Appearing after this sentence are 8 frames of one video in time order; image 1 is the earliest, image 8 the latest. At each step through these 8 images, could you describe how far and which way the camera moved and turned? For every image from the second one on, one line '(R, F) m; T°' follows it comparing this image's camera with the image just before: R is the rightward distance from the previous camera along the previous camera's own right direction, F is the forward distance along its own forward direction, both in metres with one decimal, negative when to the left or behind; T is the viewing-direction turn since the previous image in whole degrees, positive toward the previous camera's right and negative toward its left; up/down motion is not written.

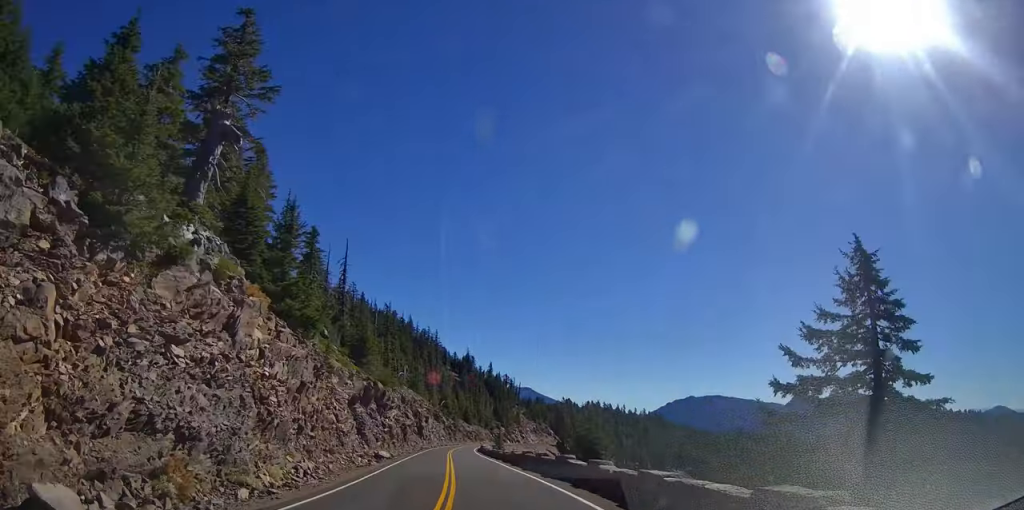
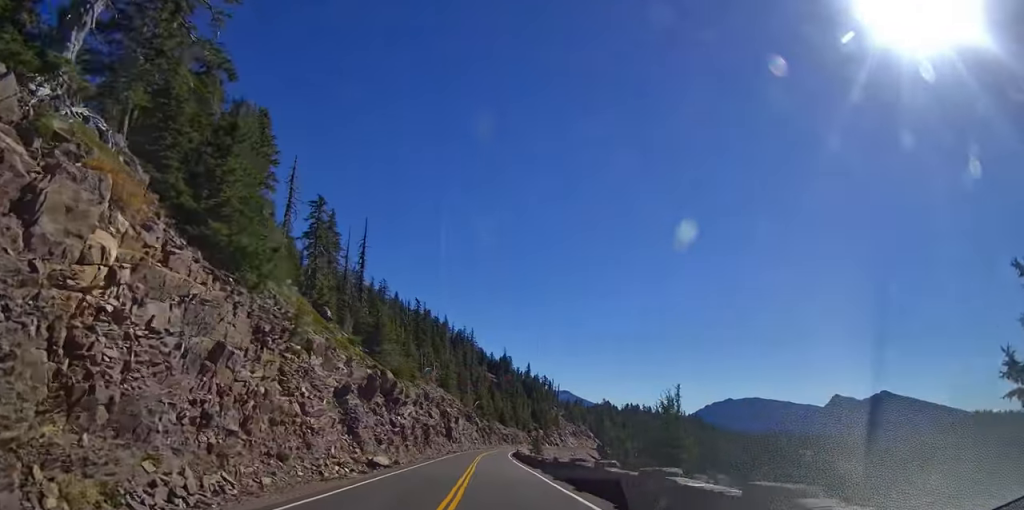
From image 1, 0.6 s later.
(-0.6, +10.5) m; -6°
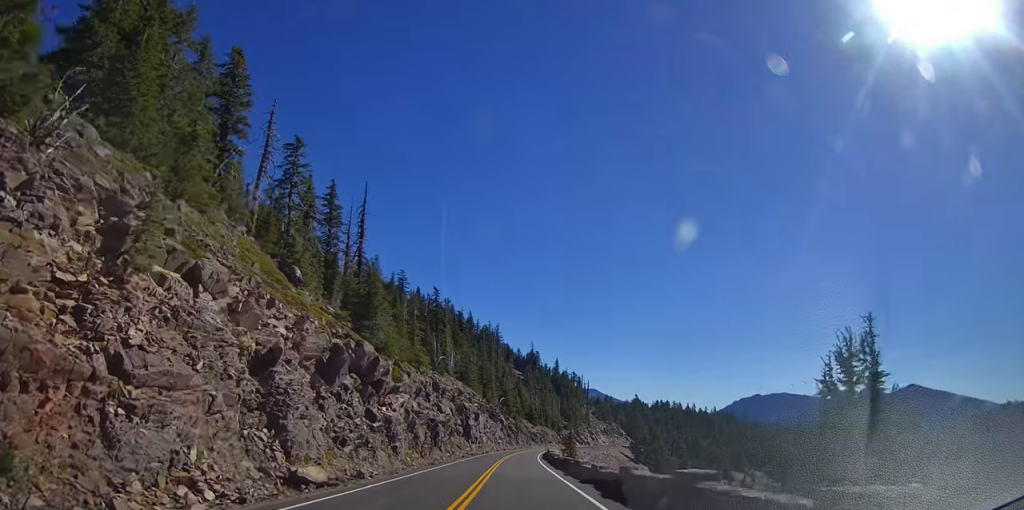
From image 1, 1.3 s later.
(-0.7, +13.1) m; -2°
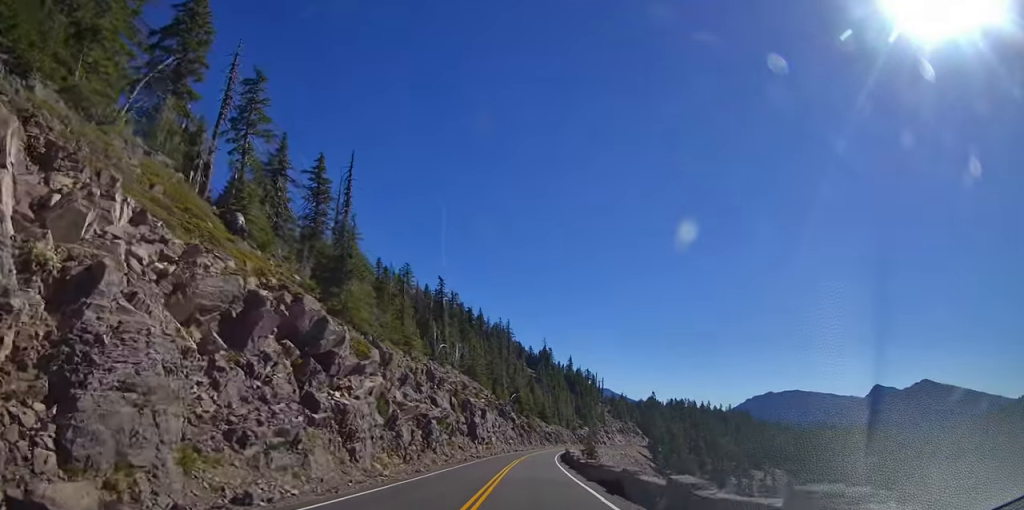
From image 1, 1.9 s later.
(0.0, +10.0) m; 0°
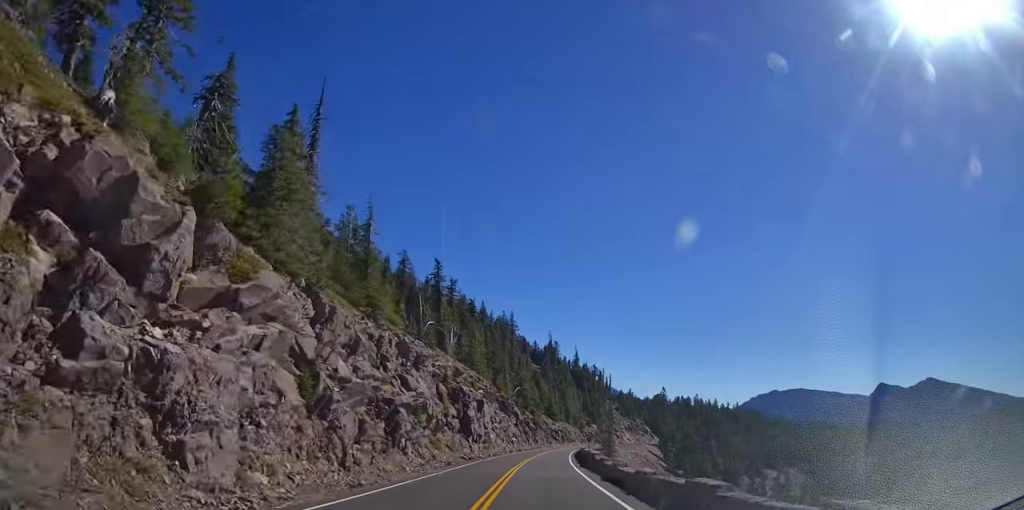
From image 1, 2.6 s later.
(+0.1, +11.8) m; +1°
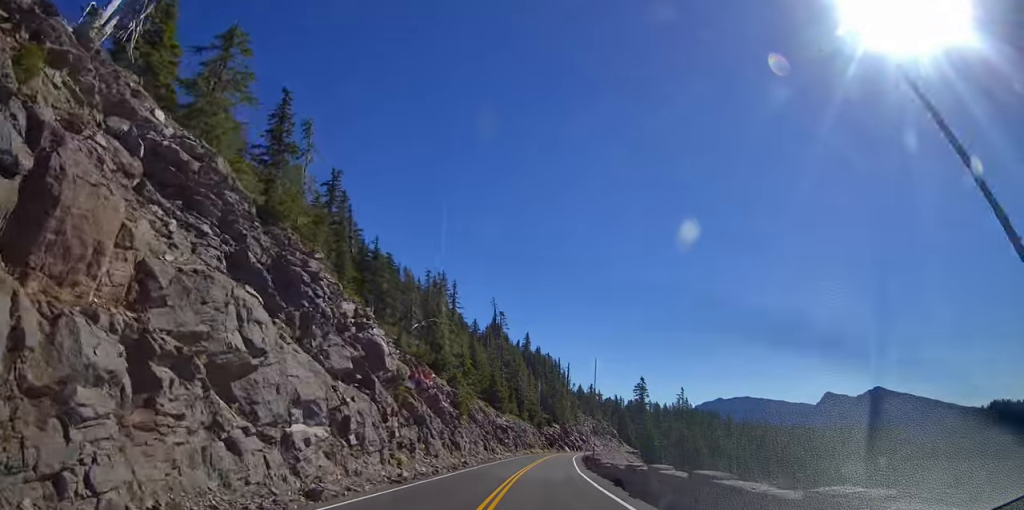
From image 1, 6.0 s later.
(+2.8, +61.3) m; +8°
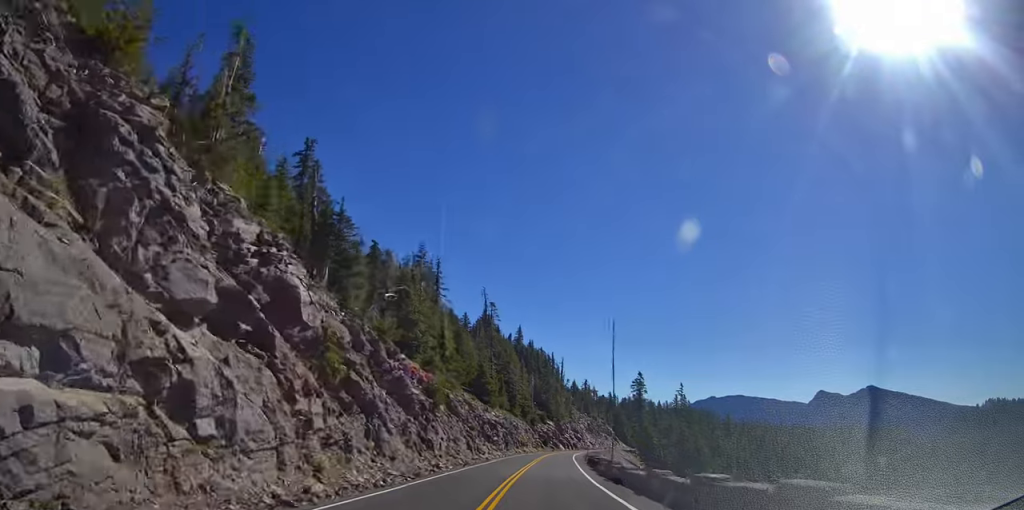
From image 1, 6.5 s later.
(0.0, +8.8) m; +2°
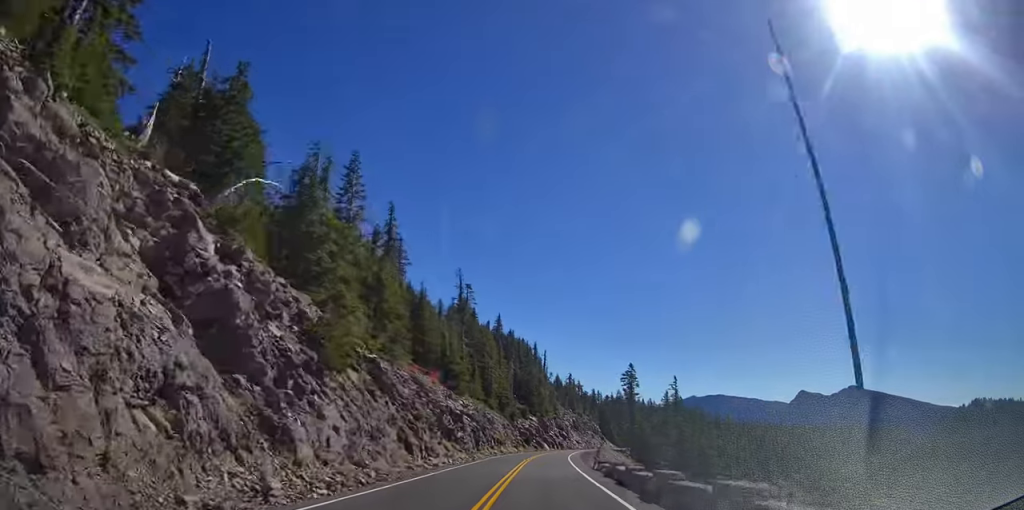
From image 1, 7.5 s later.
(+0.5, +16.8) m; +2°
